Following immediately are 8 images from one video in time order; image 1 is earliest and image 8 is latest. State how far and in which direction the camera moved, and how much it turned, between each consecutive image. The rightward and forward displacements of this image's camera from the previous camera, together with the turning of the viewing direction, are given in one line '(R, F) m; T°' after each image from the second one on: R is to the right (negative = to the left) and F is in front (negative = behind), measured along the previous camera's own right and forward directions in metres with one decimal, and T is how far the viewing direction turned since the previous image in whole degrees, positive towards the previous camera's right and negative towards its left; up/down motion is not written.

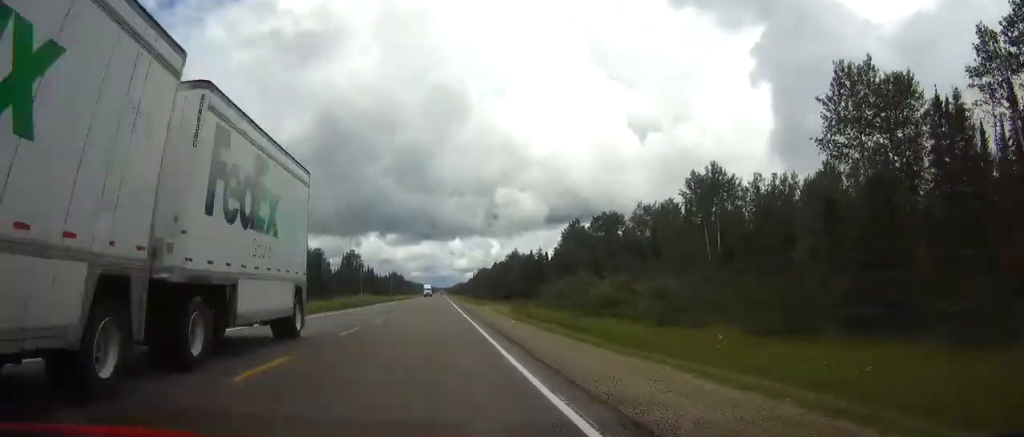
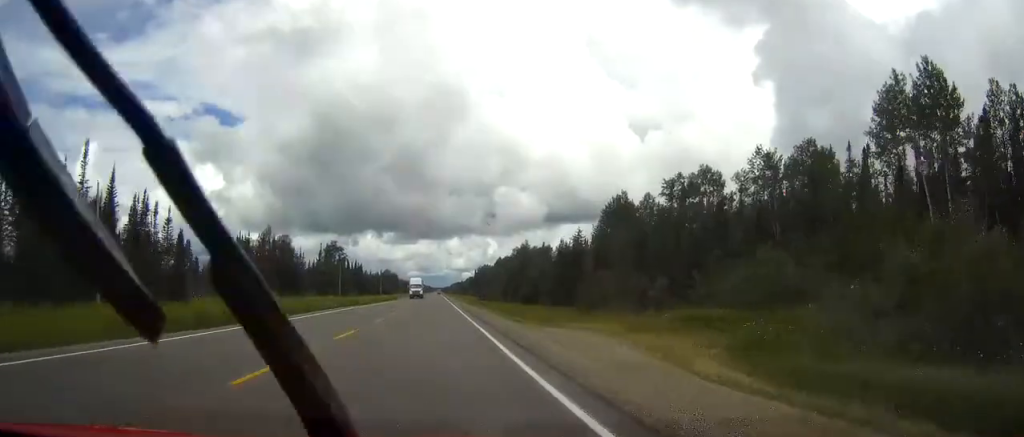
(0.0, +44.8) m; 0°
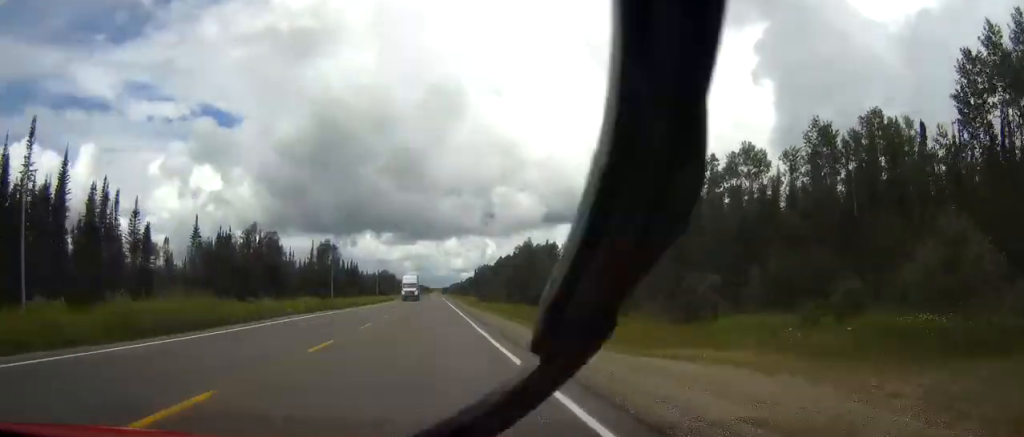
(0.0, +12.3) m; 0°
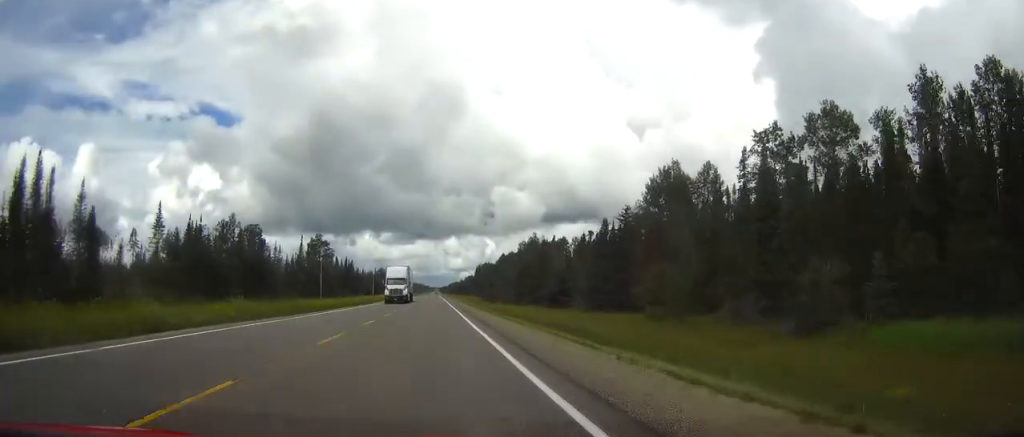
(0.0, +16.4) m; 0°
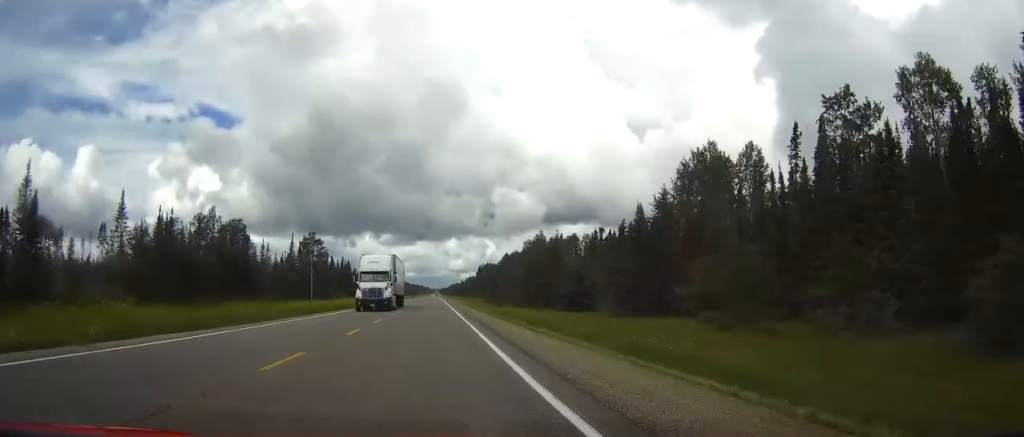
(0.0, +13.4) m; 0°
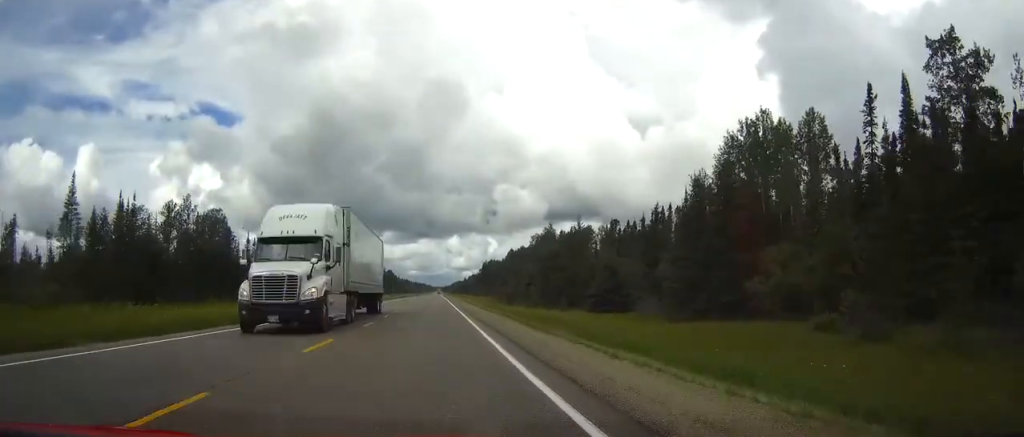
(0.0, +14.4) m; 0°
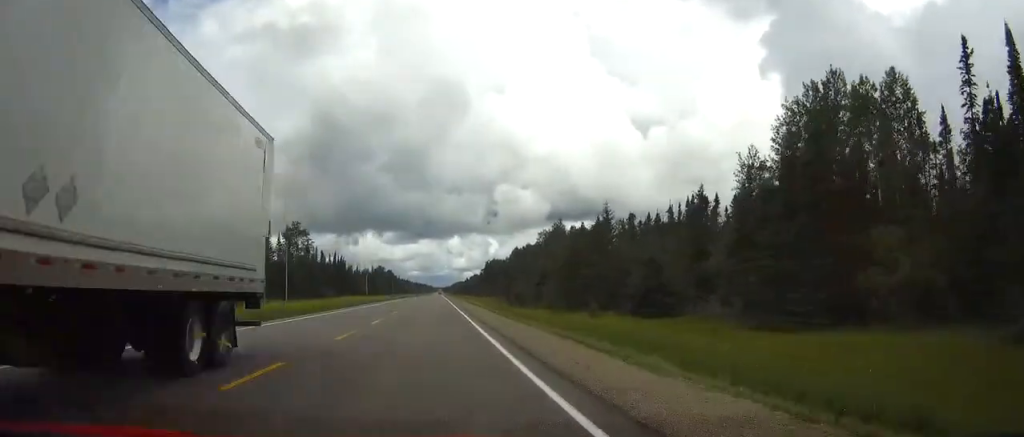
(0.0, +14.4) m; 0°
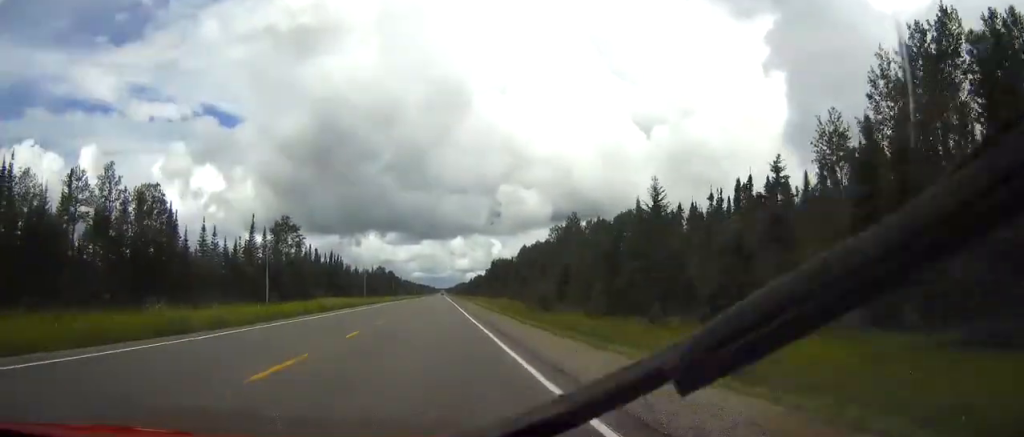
(0.0, +16.5) m; 0°
